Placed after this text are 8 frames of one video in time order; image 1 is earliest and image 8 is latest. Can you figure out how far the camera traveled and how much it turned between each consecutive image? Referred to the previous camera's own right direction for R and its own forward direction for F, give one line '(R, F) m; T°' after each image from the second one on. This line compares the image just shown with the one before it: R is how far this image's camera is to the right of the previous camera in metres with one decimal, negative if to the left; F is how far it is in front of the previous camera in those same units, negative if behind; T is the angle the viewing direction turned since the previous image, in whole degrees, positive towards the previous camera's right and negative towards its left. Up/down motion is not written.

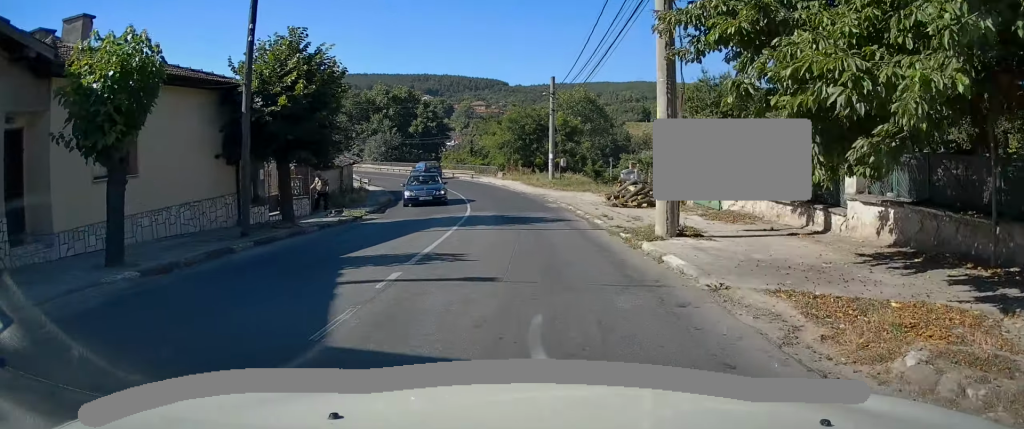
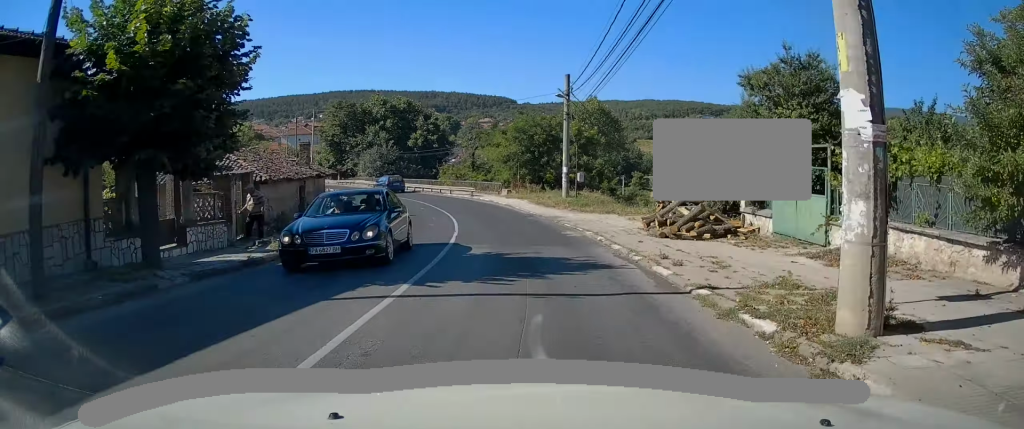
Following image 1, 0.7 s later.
(+0.1, +7.1) m; 0°
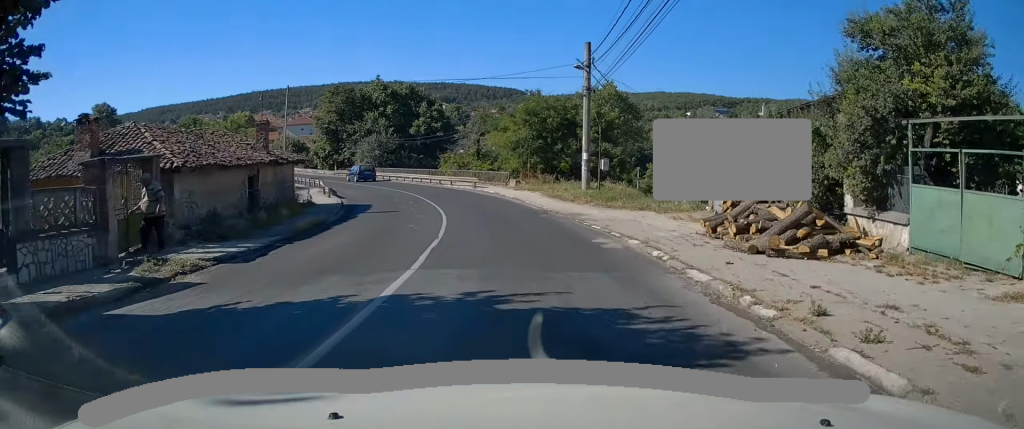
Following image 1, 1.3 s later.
(-0.1, +5.9) m; -2°
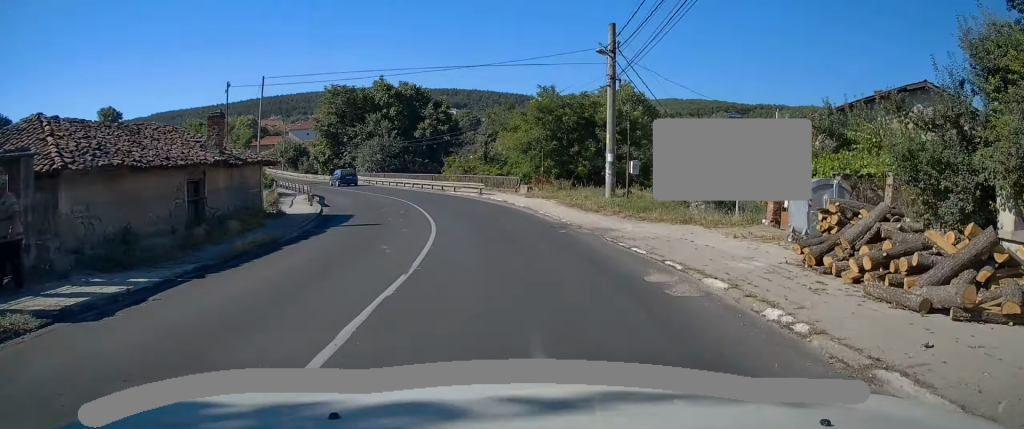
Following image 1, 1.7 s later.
(+0.1, +4.5) m; -1°
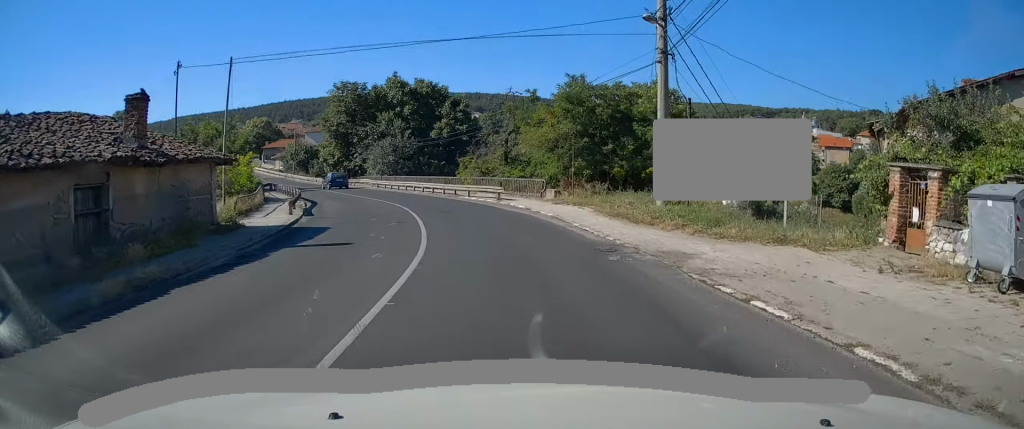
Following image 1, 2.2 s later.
(-0.2, +5.3) m; -3°
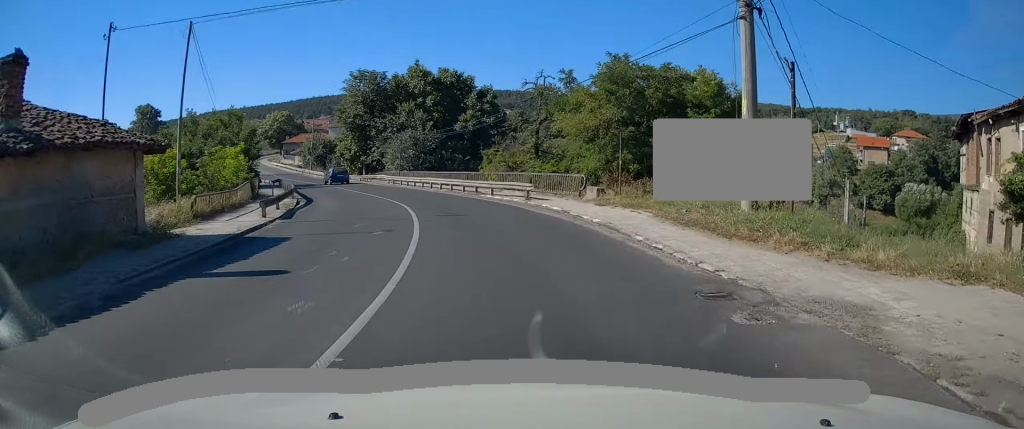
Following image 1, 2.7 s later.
(+0.1, +5.0) m; -3°
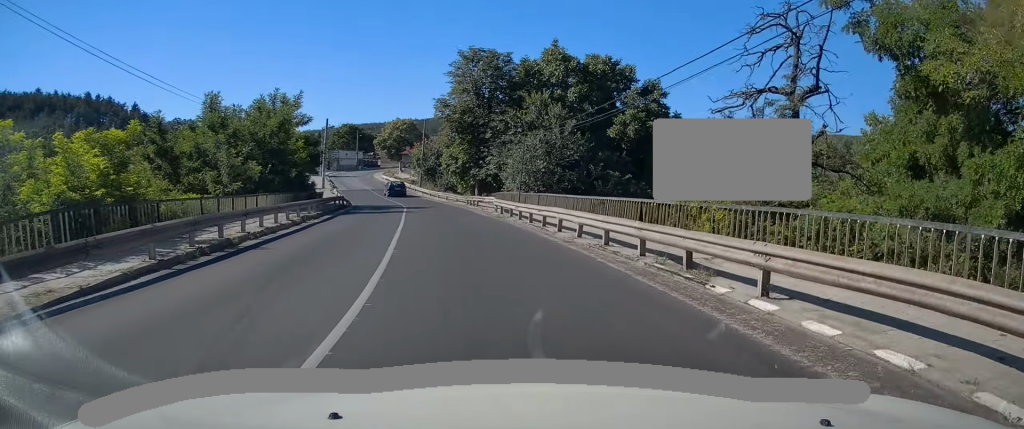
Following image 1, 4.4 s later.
(-2.3, +19.1) m; -13°
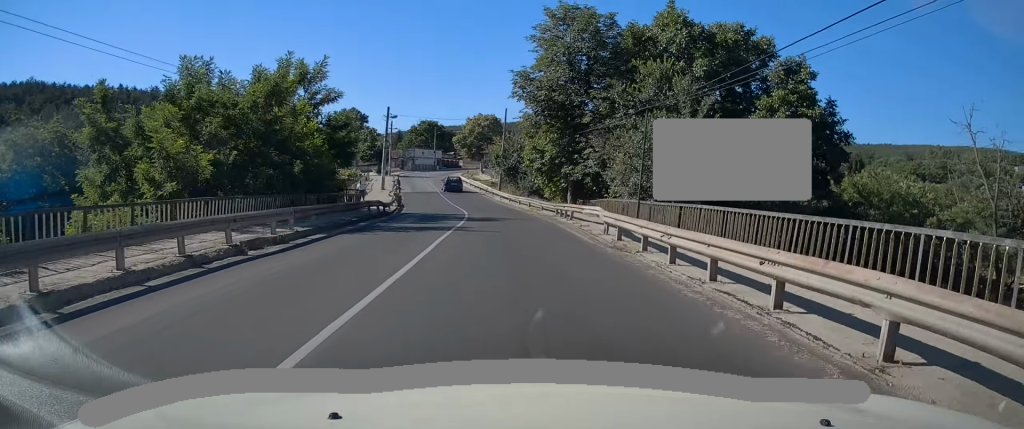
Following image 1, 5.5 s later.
(-0.9, +11.7) m; -7°
